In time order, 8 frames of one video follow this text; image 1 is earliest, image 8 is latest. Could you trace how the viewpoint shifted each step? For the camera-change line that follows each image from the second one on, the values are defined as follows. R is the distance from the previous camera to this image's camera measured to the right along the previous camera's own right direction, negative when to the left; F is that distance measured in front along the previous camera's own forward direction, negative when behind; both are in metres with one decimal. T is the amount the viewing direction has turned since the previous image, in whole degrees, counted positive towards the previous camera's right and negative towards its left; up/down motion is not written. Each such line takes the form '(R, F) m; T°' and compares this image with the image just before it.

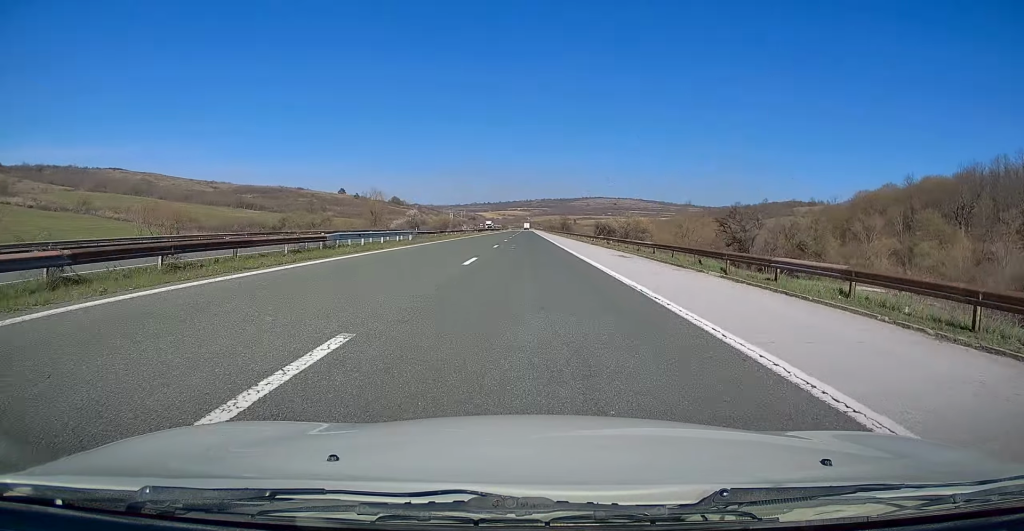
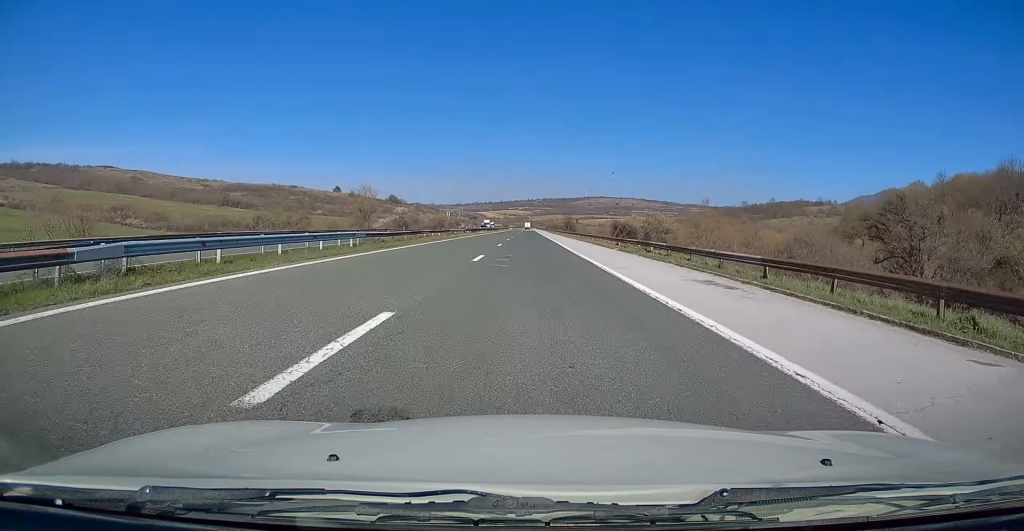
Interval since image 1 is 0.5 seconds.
(0.0, +14.2) m; 0°
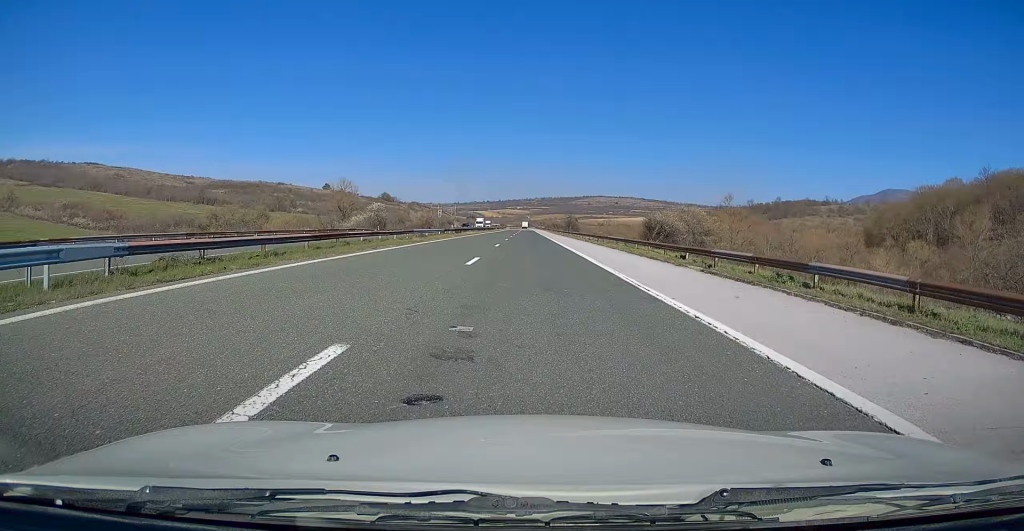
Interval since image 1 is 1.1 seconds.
(0.0, +18.3) m; 0°
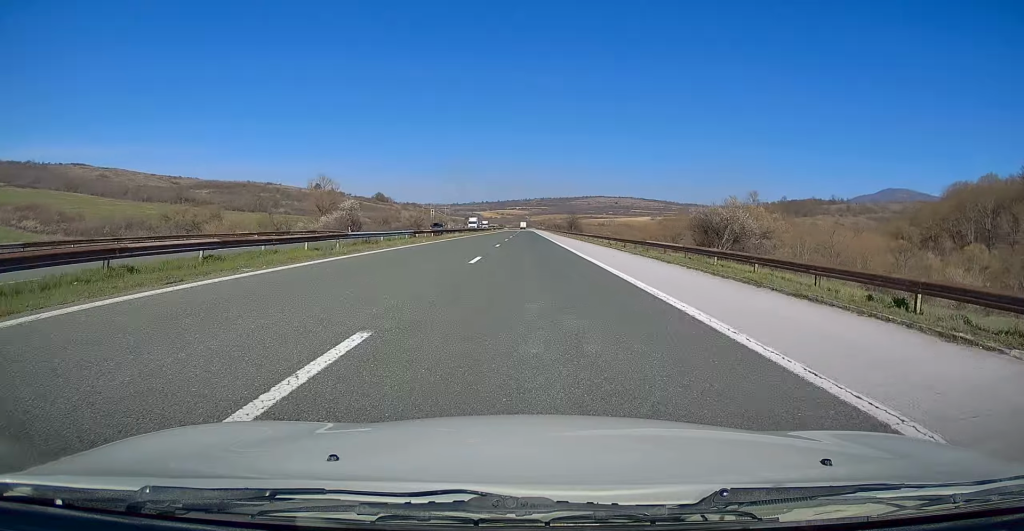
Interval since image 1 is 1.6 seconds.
(0.0, +15.3) m; 0°
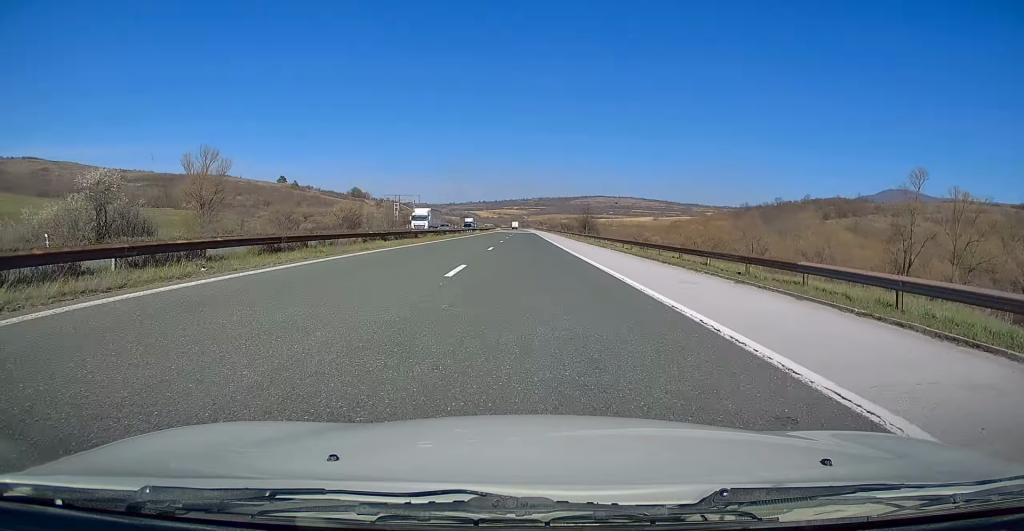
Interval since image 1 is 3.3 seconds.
(-0.4, +52.9) m; -1°
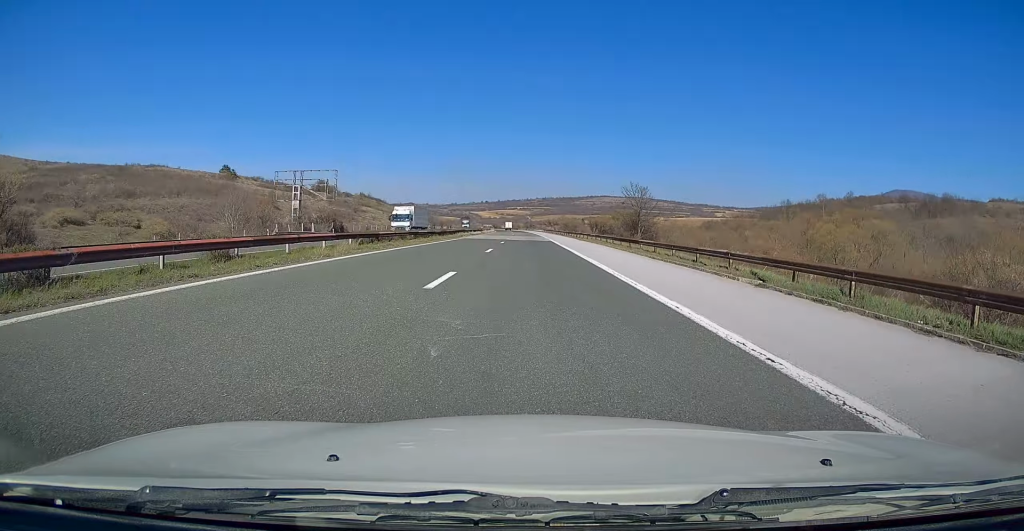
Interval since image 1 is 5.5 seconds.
(+0.5, +66.1) m; +1°
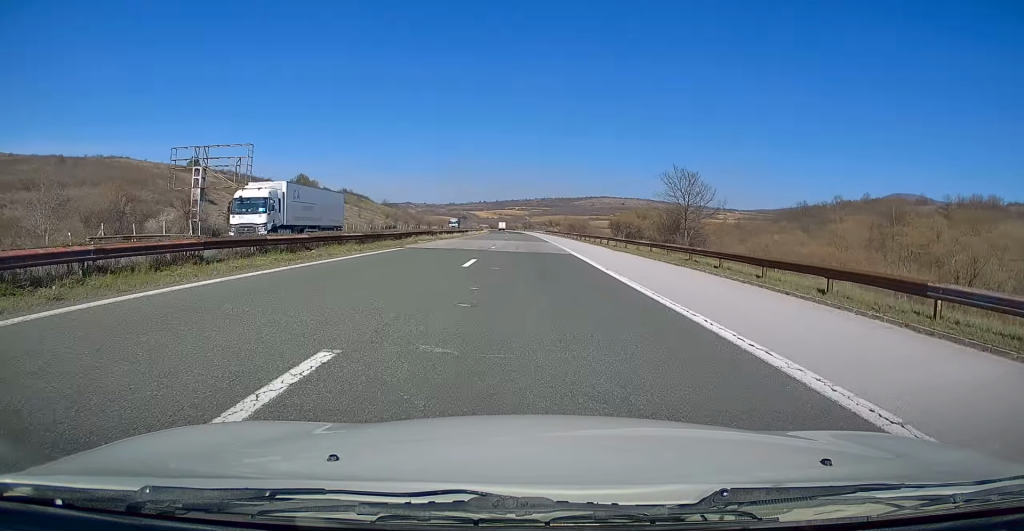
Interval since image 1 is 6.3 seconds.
(0.0, +25.5) m; 0°
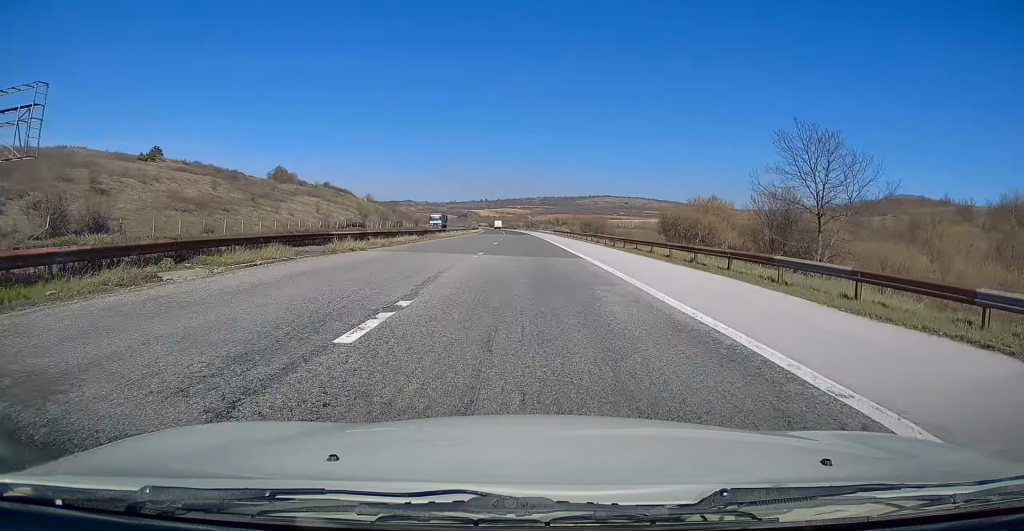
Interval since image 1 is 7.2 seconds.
(0.0, +27.5) m; 0°
